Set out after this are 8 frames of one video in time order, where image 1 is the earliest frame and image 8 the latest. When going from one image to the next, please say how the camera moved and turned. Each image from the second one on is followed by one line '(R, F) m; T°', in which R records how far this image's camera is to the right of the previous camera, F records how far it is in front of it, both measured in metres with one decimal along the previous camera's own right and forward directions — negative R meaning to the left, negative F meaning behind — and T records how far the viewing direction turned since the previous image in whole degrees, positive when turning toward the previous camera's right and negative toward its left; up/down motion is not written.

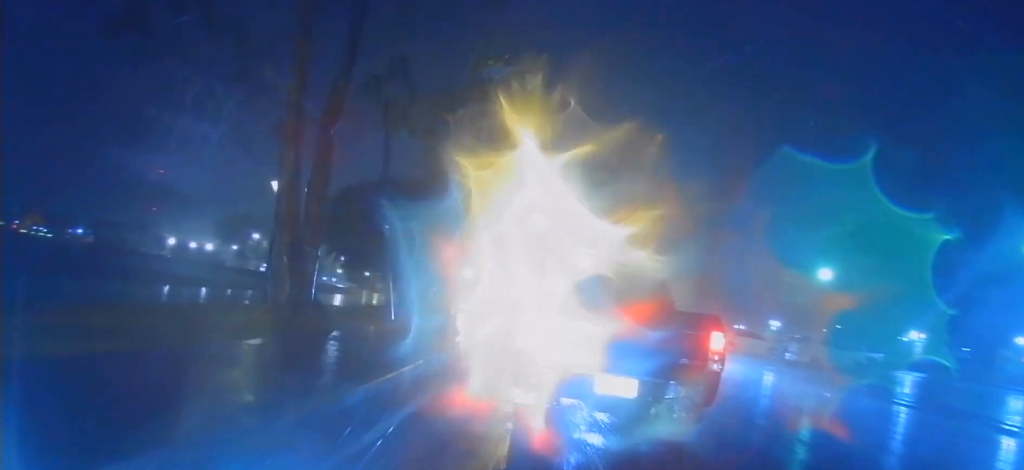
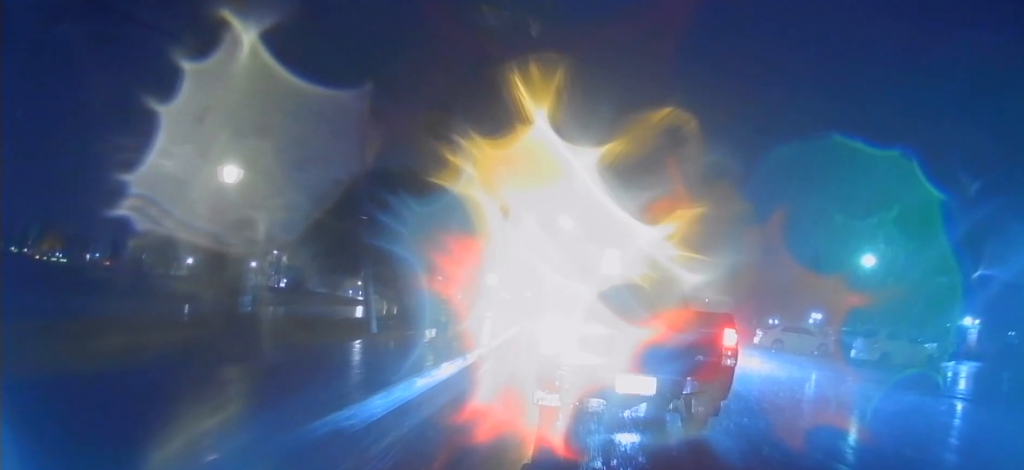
(+0.2, +3.7) m; -1°
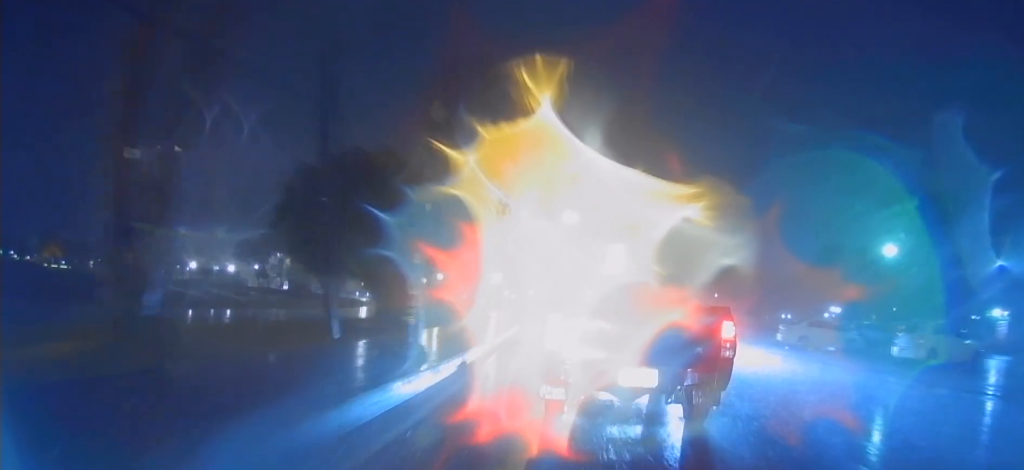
(+0.3, +2.5) m; -1°
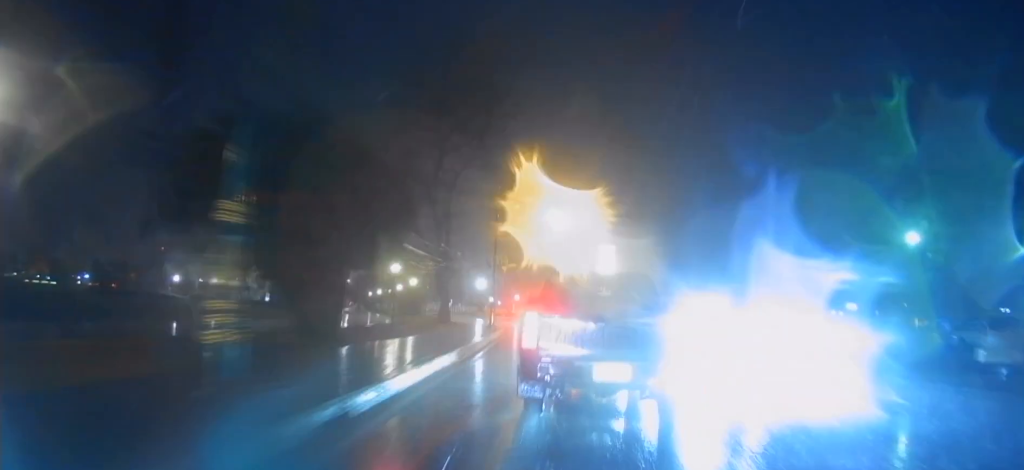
(-0.6, +5.1) m; -5°
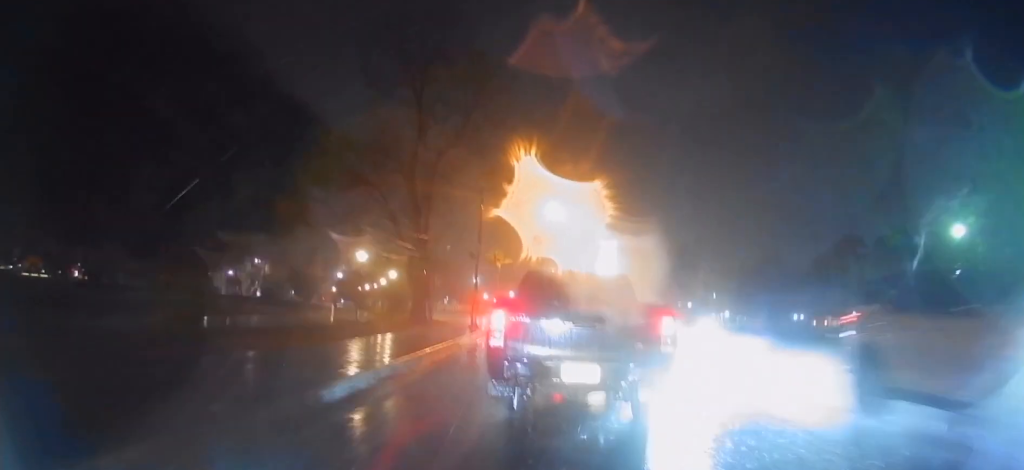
(-0.1, +5.4) m; -1°
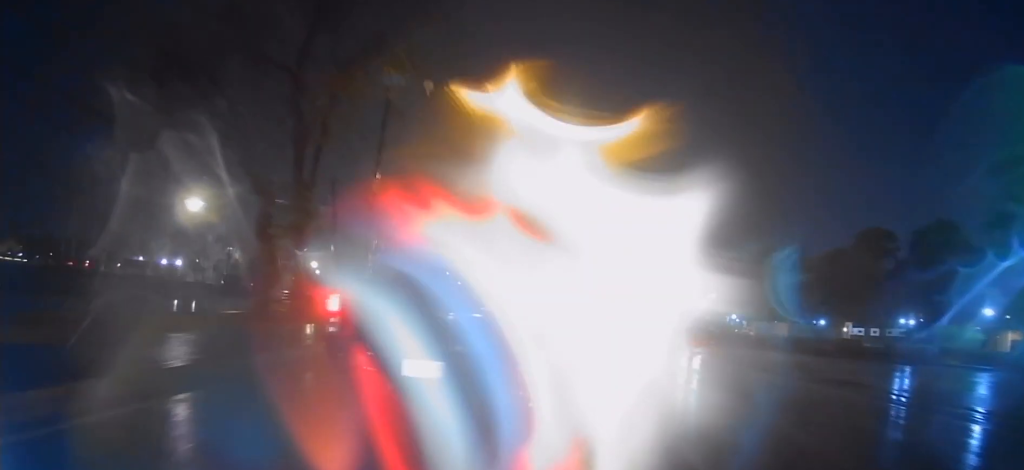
(+1.2, +13.2) m; +8°
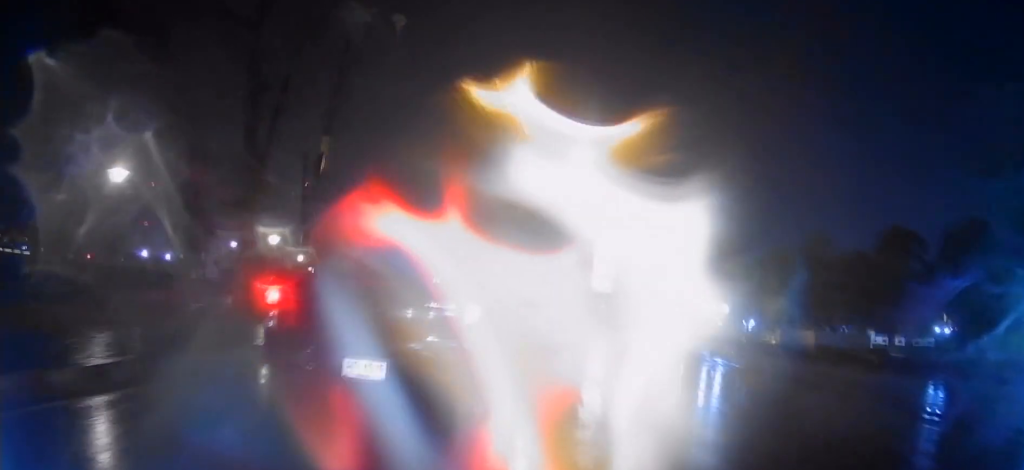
(+0.1, +4.5) m; -2°
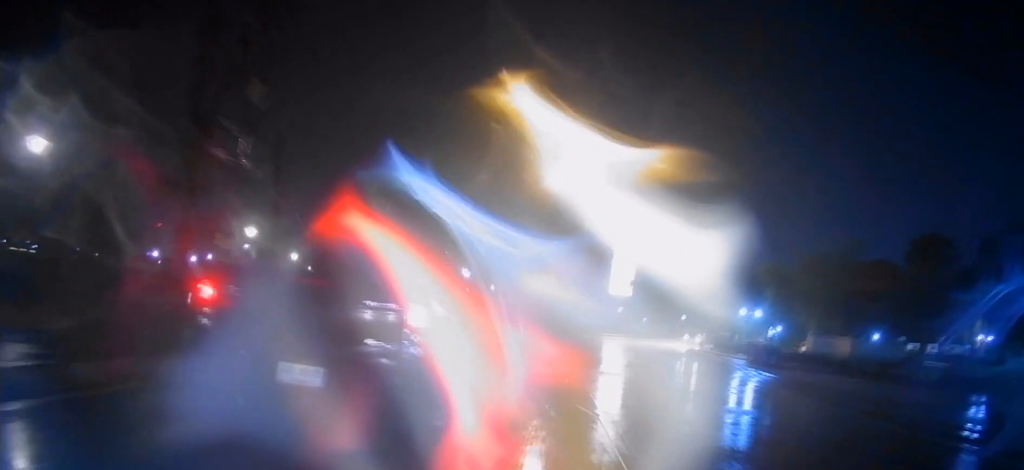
(-0.4, +4.0) m; -3°
